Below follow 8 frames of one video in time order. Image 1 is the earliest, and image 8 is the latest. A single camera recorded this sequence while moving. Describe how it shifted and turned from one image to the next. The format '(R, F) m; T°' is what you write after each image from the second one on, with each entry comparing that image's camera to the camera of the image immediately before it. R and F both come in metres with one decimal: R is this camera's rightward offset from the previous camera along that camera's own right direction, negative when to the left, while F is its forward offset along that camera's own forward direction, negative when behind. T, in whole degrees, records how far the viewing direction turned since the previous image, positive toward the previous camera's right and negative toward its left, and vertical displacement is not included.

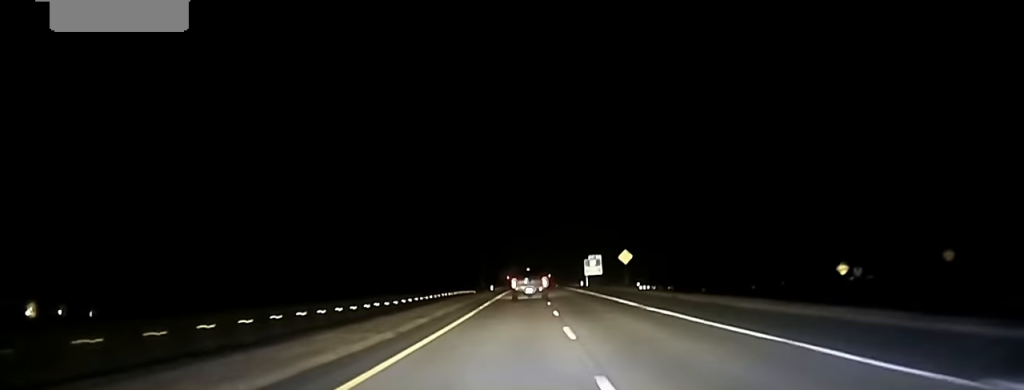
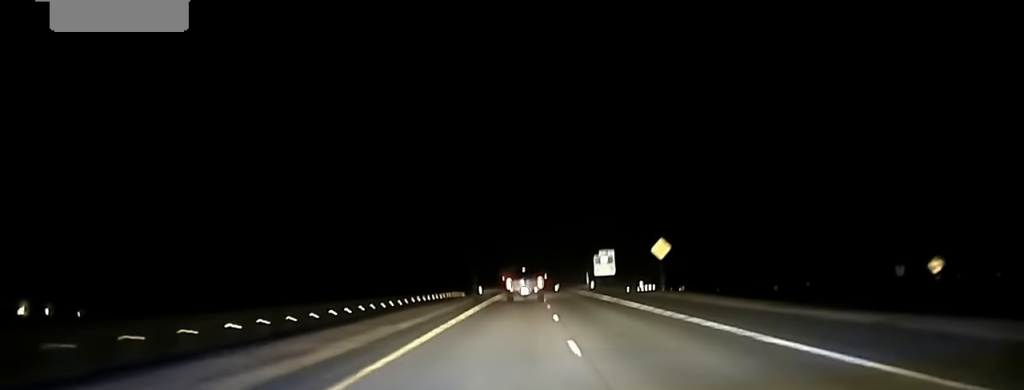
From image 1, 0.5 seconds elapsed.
(0.0, +25.0) m; 0°
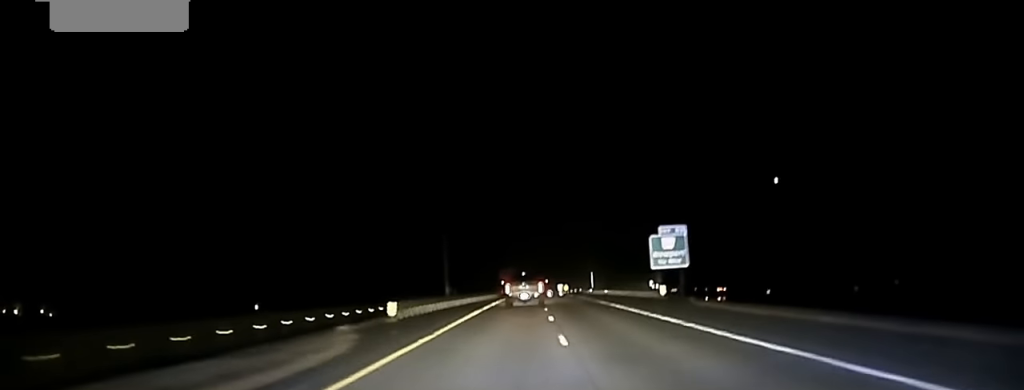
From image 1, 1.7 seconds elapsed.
(-0.2, +65.2) m; 0°
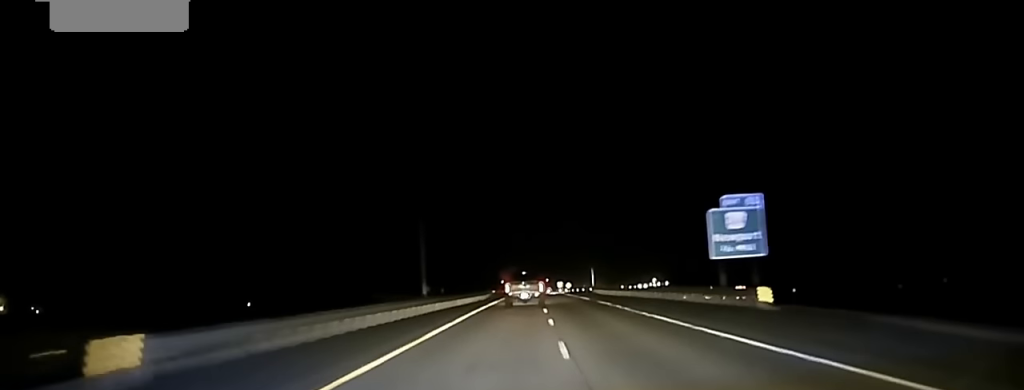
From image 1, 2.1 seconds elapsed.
(0.0, +25.1) m; 0°
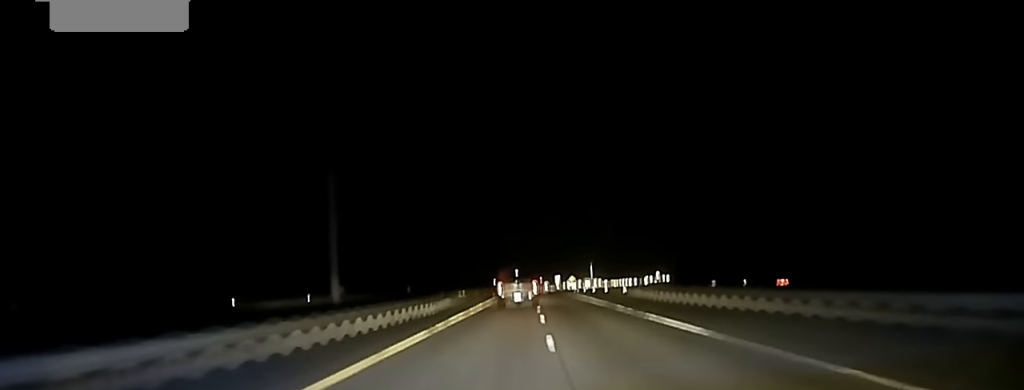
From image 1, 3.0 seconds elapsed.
(0.0, +47.9) m; 0°
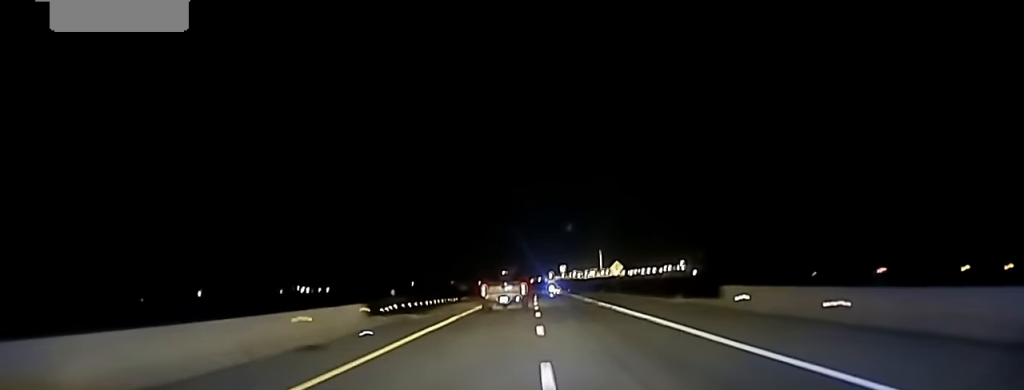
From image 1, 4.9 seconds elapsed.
(0.0, +118.9) m; 0°
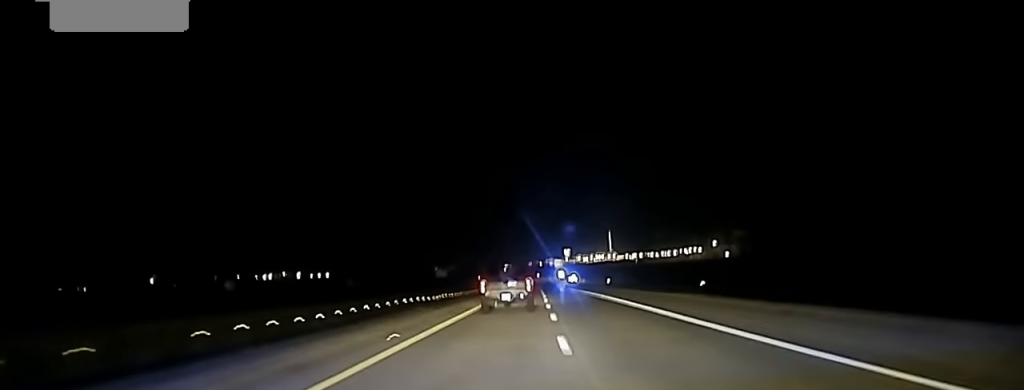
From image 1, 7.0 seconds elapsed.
(-0.2, +125.6) m; 0°
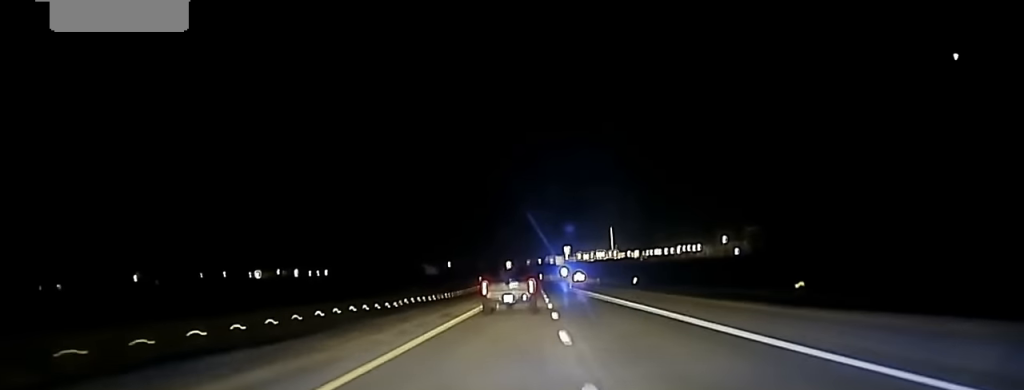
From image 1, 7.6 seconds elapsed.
(0.0, +29.5) m; 0°
